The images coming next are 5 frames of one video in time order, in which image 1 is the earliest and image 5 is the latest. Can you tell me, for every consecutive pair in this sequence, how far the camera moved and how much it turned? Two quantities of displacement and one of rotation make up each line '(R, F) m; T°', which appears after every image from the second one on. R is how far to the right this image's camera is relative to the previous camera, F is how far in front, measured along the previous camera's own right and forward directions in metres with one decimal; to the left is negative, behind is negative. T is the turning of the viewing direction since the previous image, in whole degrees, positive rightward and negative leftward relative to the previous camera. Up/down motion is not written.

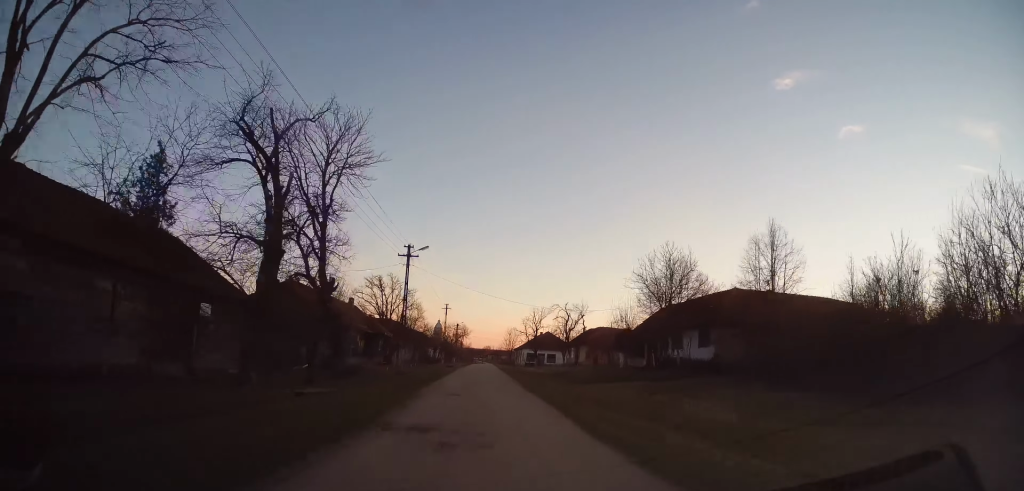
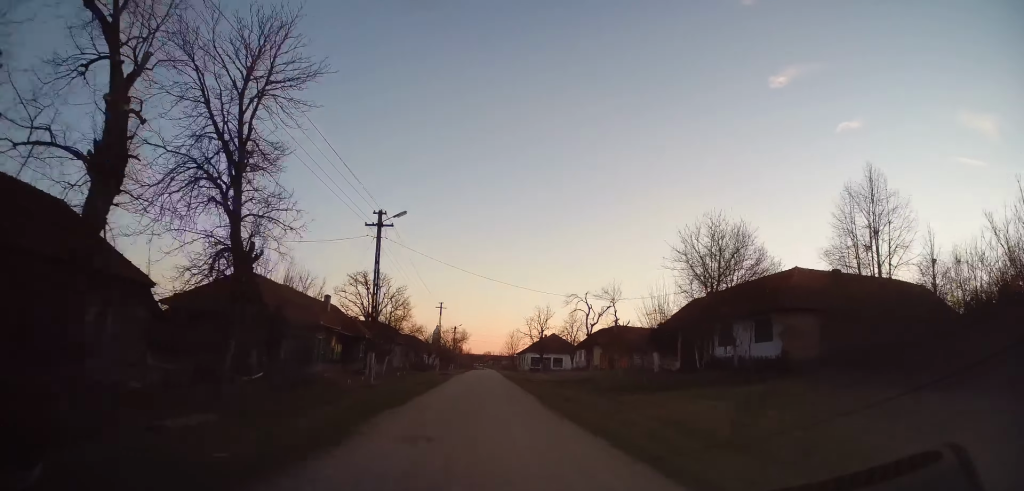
(0.0, +8.9) m; 0°
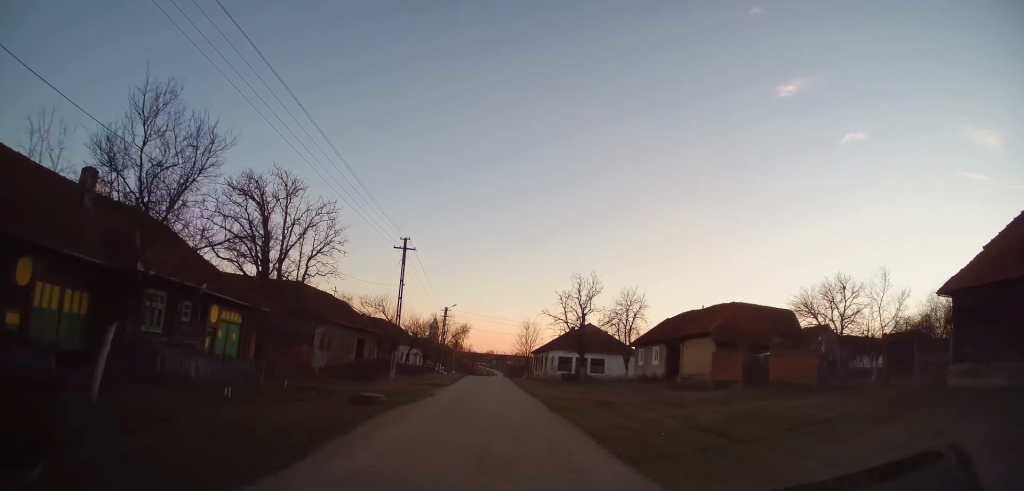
(-0.4, +32.8) m; 0°
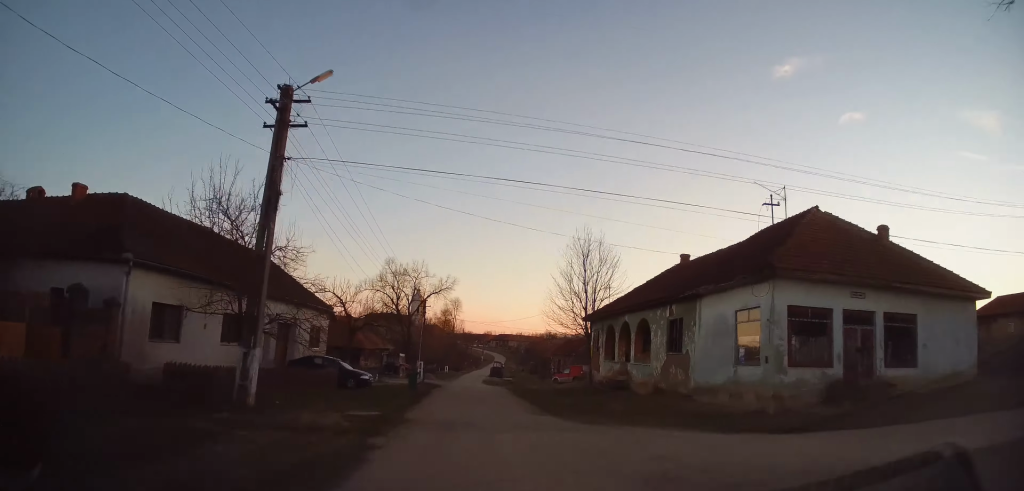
(+0.5, +51.7) m; 0°
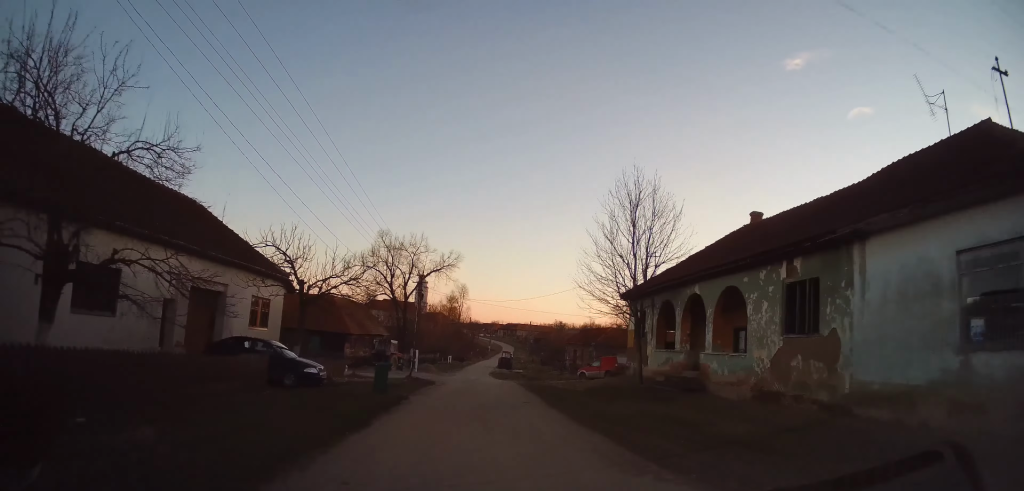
(0.0, +9.5) m; 0°
